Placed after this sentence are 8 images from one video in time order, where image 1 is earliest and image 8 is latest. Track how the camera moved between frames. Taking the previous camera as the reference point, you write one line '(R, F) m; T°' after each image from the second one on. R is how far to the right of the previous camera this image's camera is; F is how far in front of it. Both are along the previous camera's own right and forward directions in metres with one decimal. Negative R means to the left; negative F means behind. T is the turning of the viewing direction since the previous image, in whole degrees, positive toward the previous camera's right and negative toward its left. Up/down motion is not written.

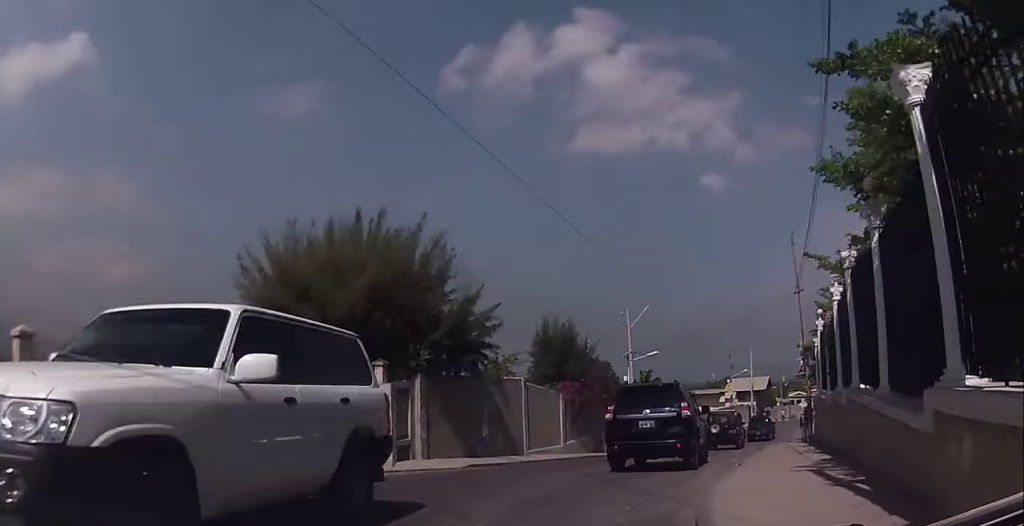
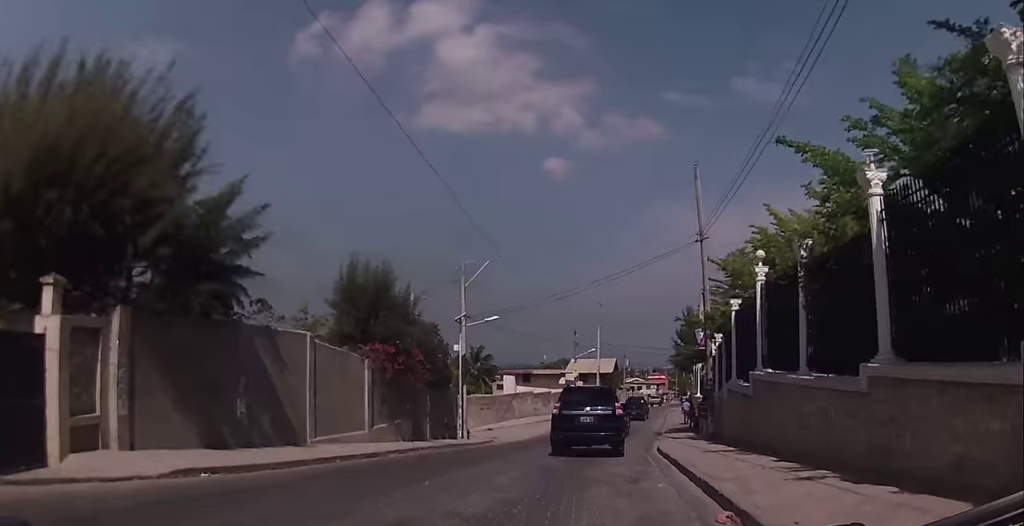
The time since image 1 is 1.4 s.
(+0.5, +8.9) m; +9°
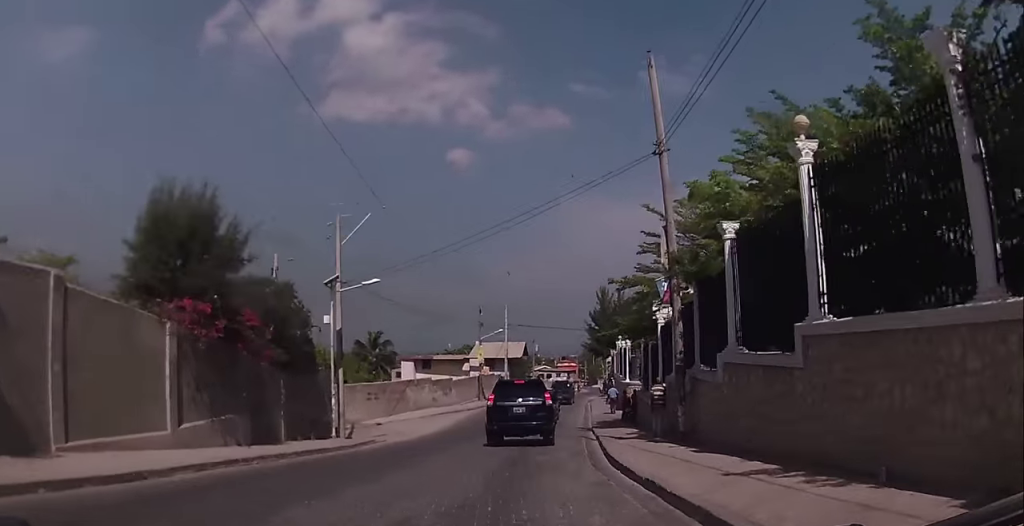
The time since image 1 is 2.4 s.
(+0.5, +7.2) m; +5°
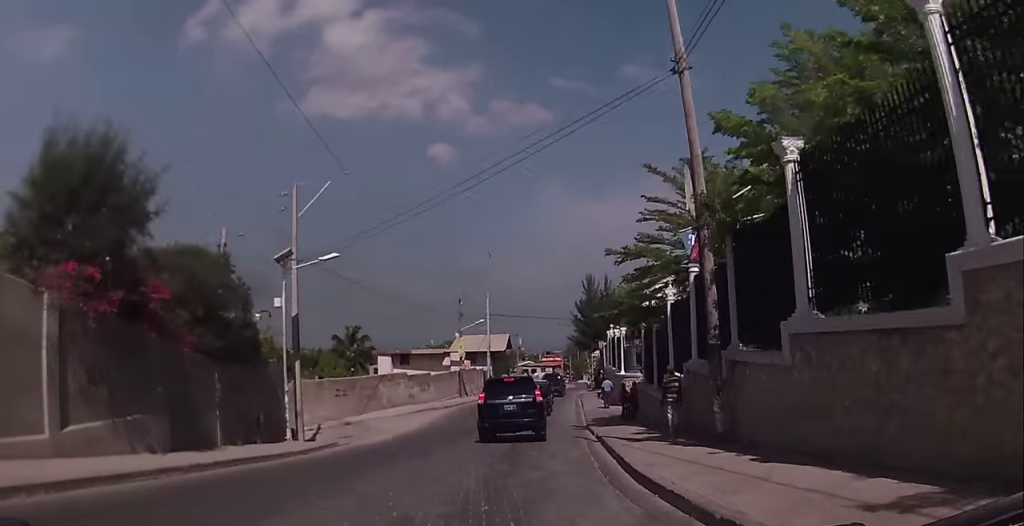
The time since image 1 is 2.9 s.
(-0.1, +3.8) m; +2°
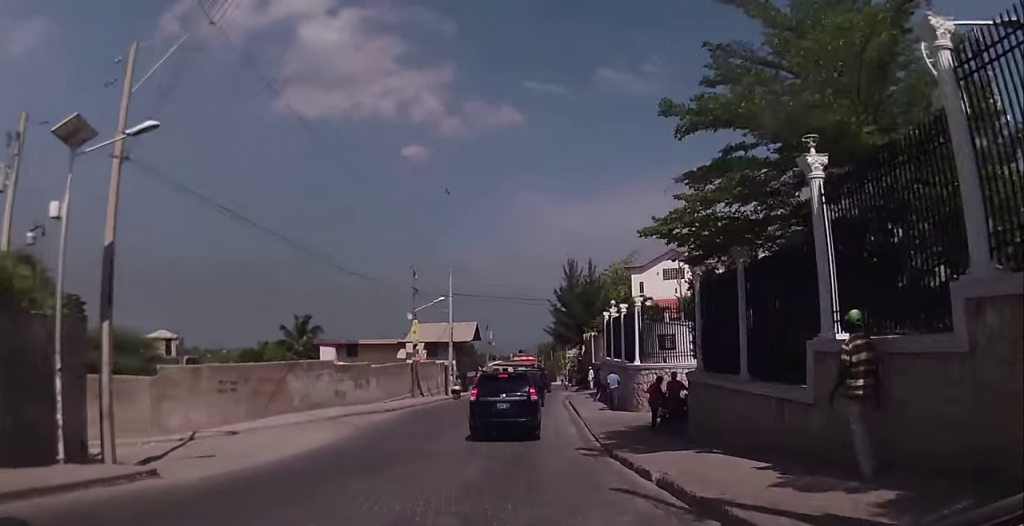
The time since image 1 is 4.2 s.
(+0.8, +11.3) m; +7°
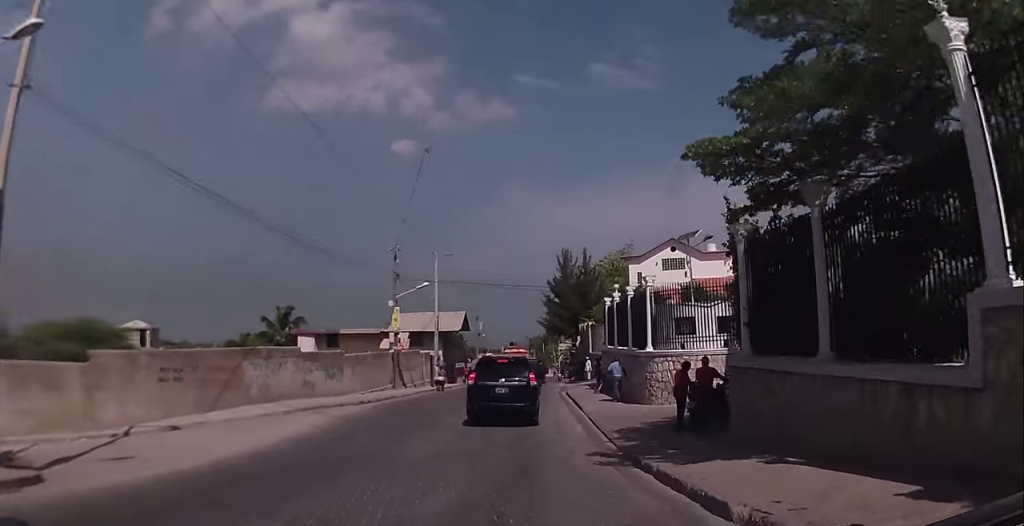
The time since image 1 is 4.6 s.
(+0.1, +3.9) m; 0°
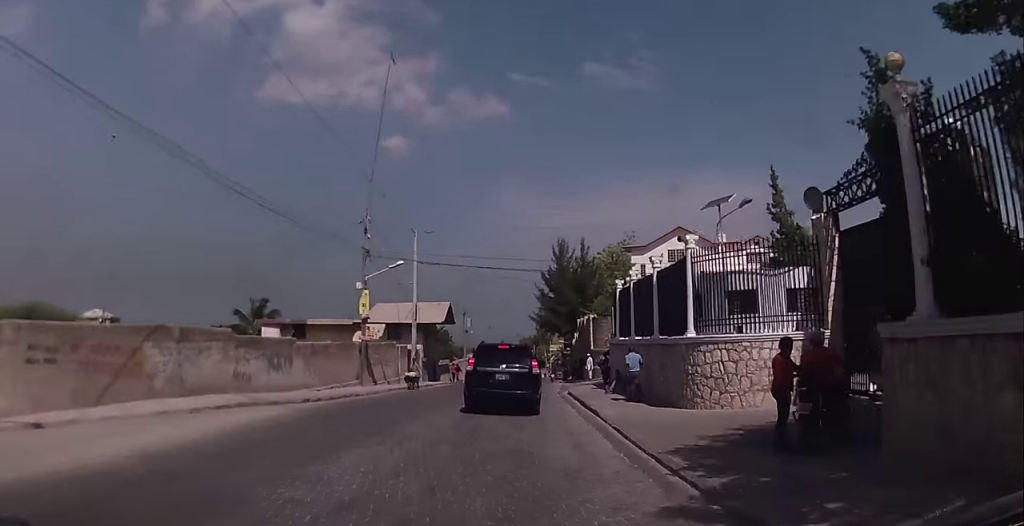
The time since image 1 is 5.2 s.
(+0.1, +6.3) m; +1°
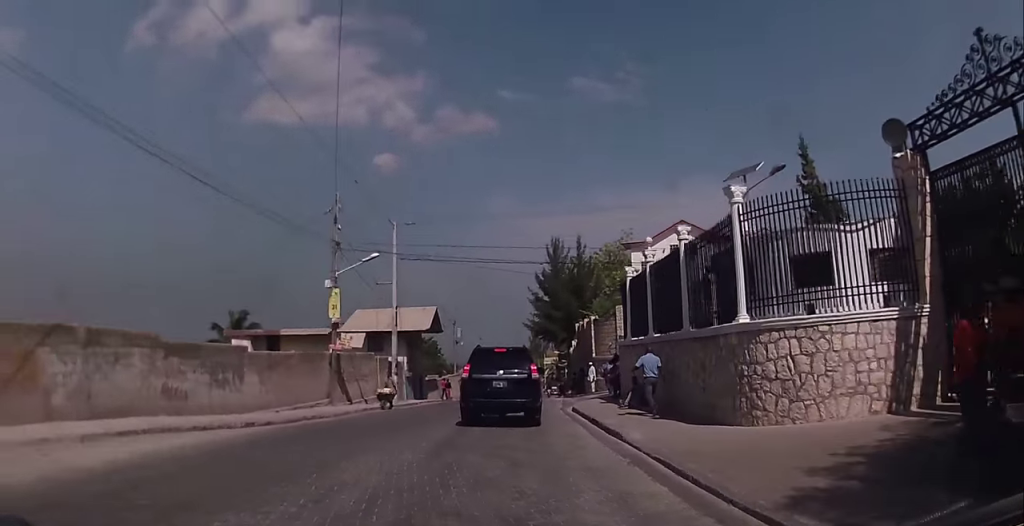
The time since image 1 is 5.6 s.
(0.0, +4.3) m; +1°
